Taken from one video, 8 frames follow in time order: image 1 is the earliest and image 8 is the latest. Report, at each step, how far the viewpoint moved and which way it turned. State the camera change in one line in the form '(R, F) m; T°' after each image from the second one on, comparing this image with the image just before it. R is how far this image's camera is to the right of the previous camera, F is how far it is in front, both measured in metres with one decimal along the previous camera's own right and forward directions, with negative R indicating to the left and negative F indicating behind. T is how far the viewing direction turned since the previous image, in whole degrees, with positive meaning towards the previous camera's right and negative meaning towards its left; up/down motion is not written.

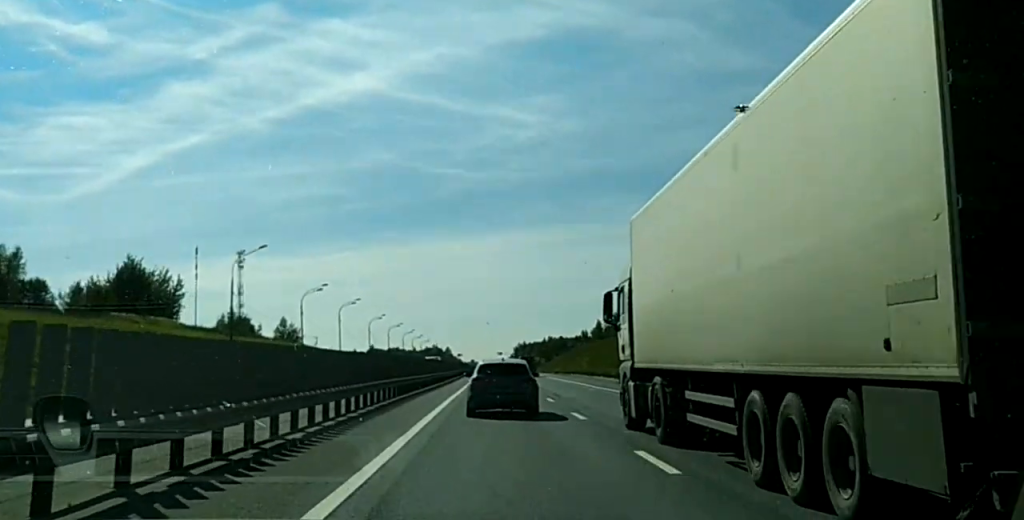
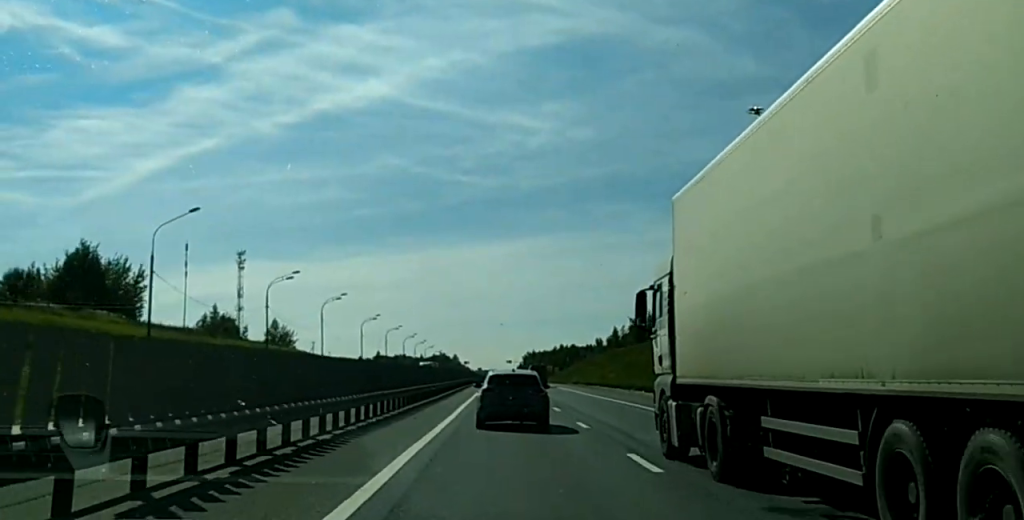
(-0.2, +21.3) m; 0°
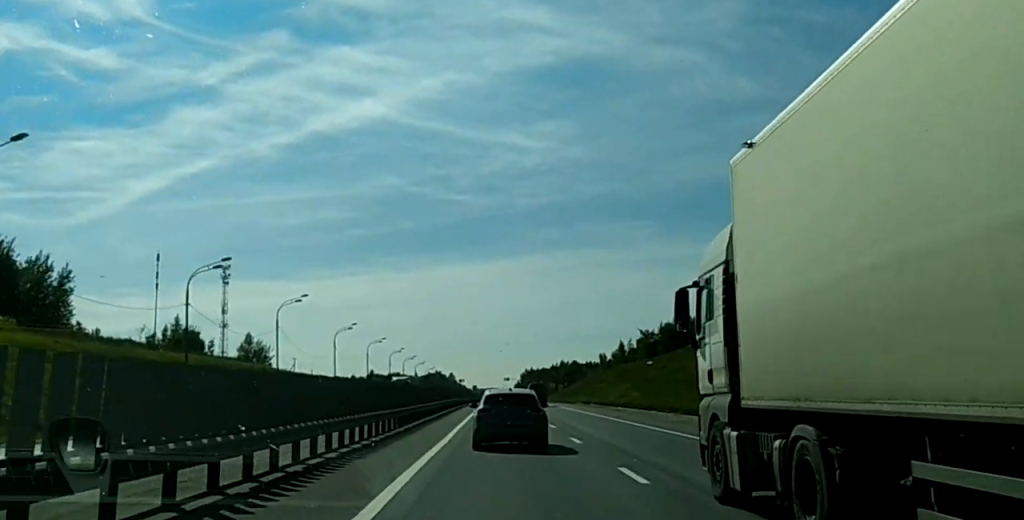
(+0.5, +22.2) m; +1°
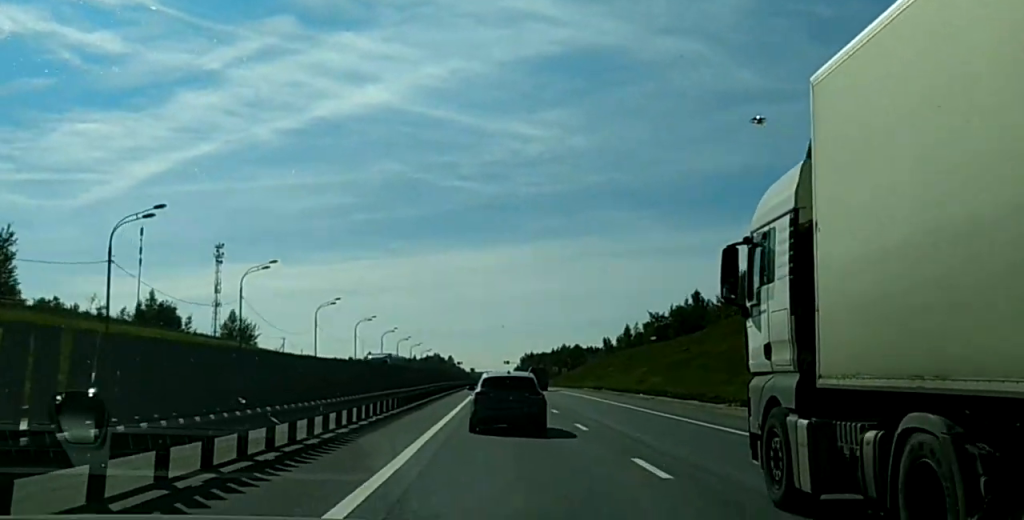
(0.0, +13.2) m; 0°
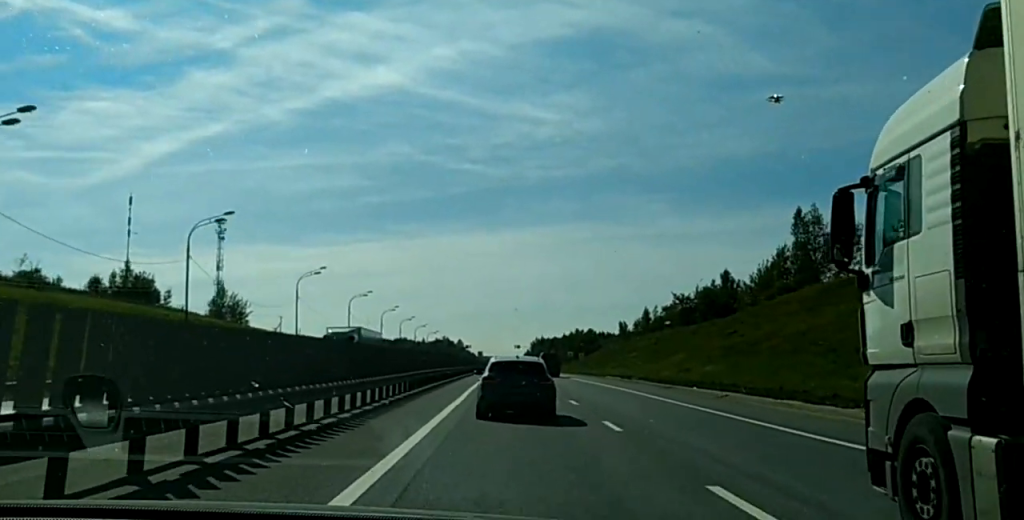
(0.0, +16.4) m; 0°
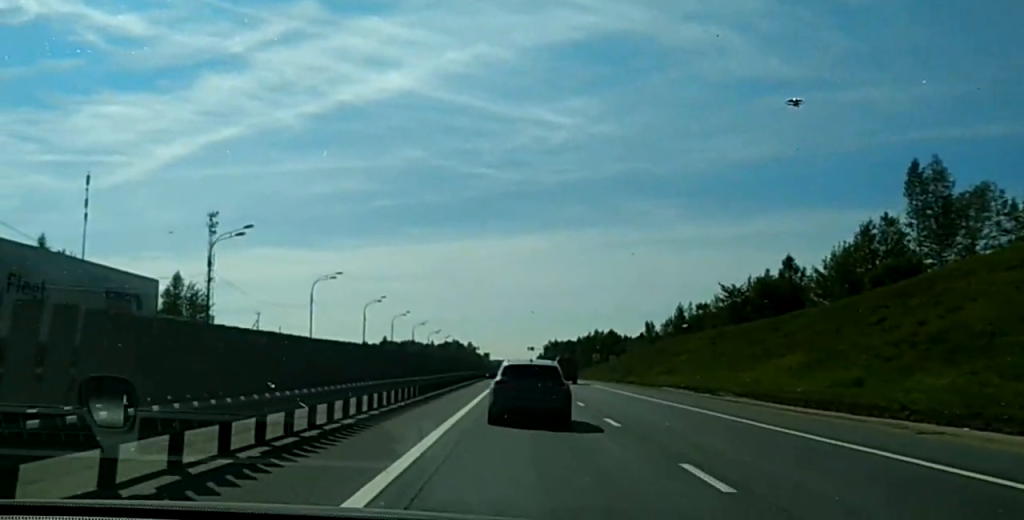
(-0.2, +31.1) m; 0°
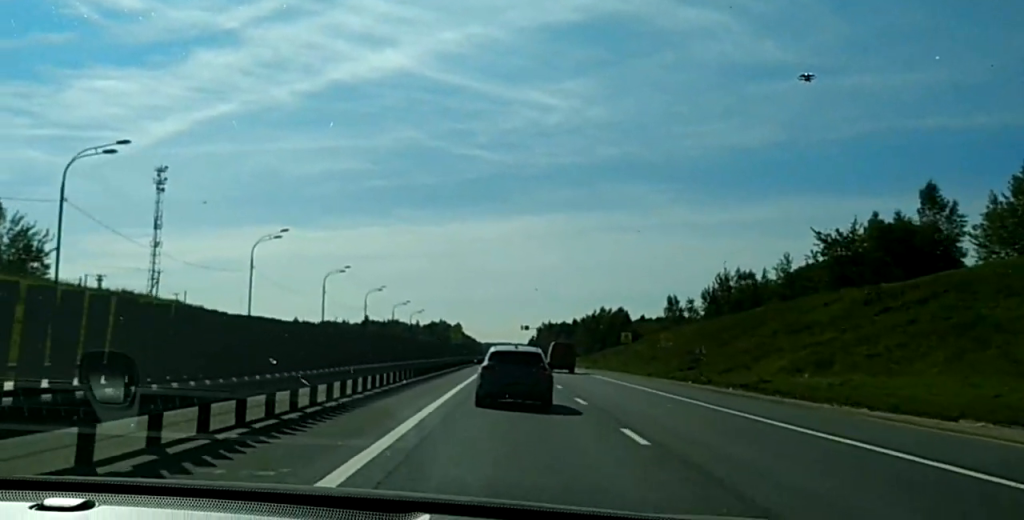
(+0.4, +52.4) m; +1°
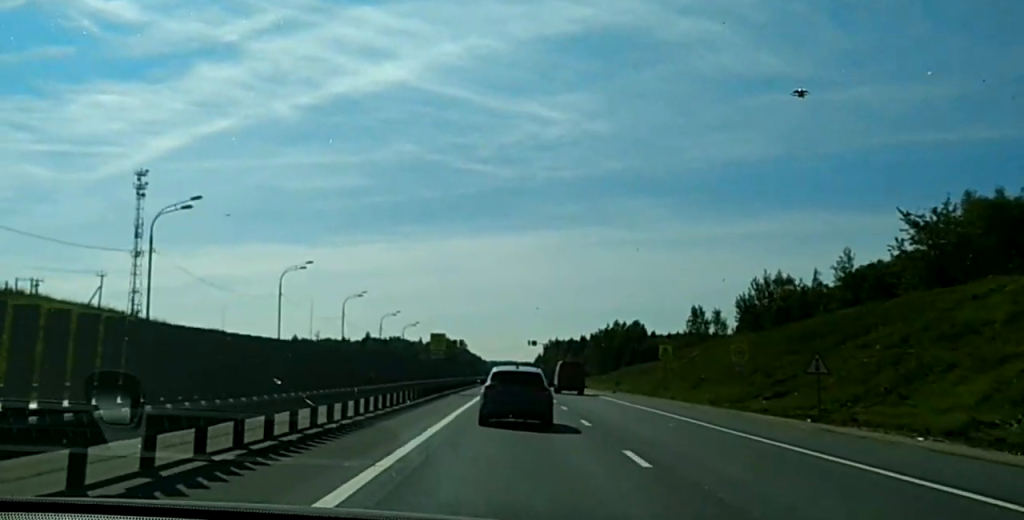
(0.0, +23.4) m; 0°
